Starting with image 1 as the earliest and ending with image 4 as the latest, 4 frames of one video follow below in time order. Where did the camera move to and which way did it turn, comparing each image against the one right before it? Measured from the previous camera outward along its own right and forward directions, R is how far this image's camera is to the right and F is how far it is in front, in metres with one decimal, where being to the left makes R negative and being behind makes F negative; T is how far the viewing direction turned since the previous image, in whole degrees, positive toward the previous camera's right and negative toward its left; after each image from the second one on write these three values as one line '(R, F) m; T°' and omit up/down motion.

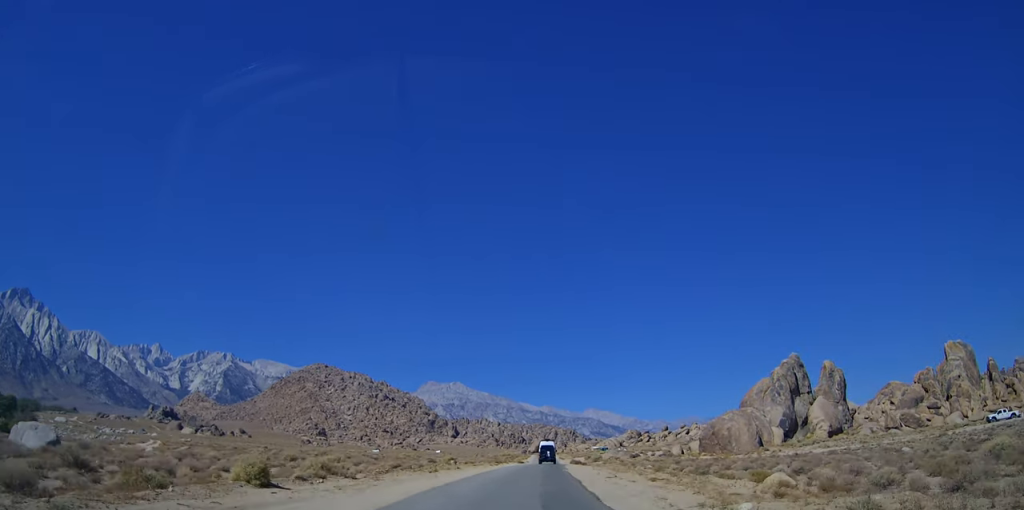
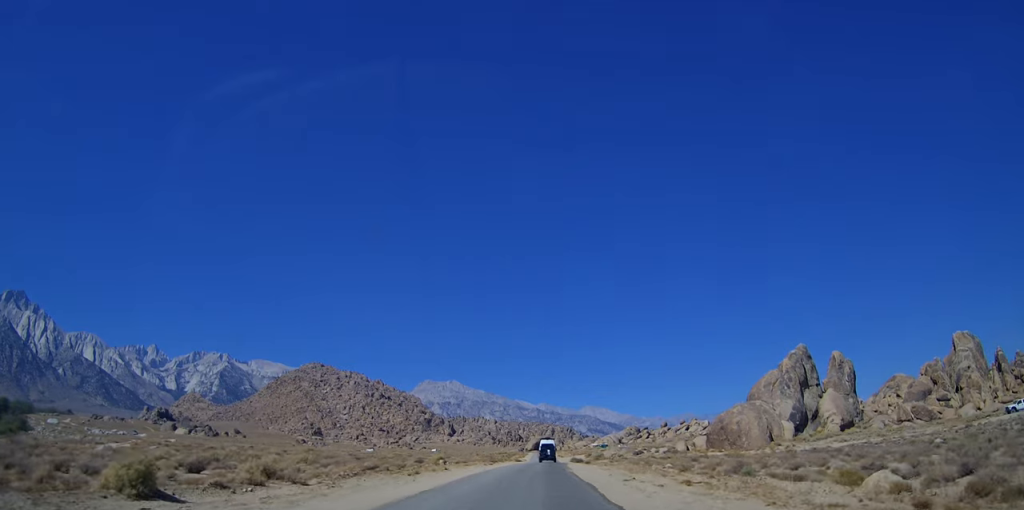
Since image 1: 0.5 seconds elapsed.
(+0.1, +5.7) m; 0°
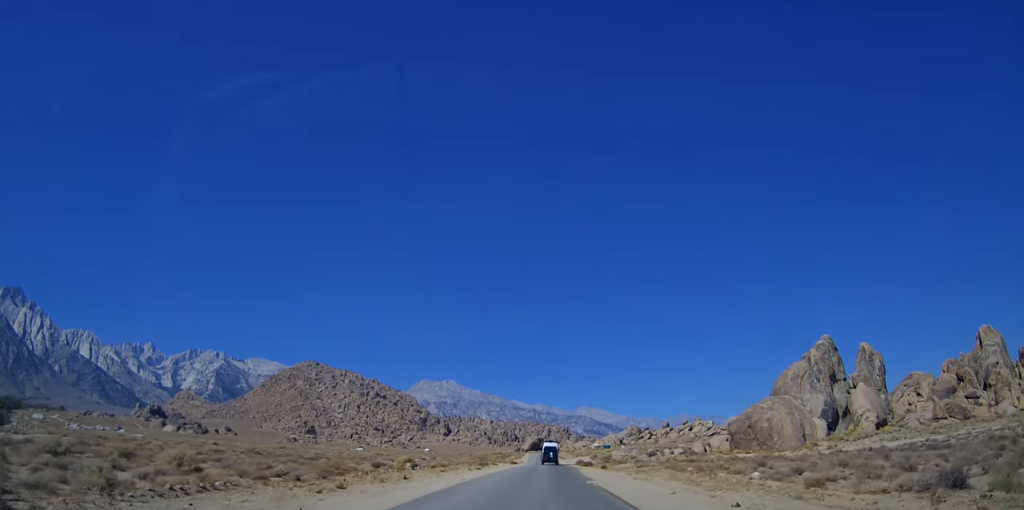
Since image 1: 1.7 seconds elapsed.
(-0.1, +12.4) m; +2°
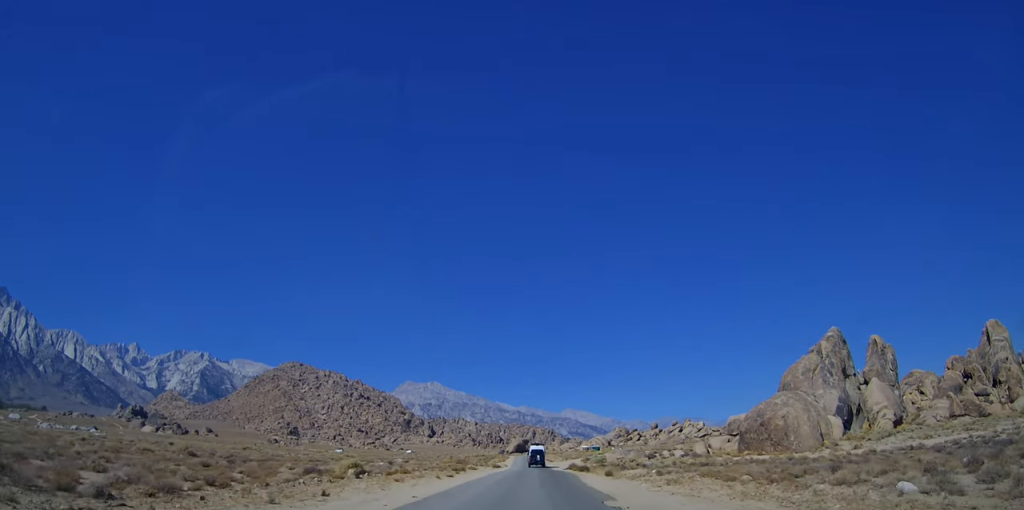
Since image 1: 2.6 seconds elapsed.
(+0.3, +8.8) m; +3°
